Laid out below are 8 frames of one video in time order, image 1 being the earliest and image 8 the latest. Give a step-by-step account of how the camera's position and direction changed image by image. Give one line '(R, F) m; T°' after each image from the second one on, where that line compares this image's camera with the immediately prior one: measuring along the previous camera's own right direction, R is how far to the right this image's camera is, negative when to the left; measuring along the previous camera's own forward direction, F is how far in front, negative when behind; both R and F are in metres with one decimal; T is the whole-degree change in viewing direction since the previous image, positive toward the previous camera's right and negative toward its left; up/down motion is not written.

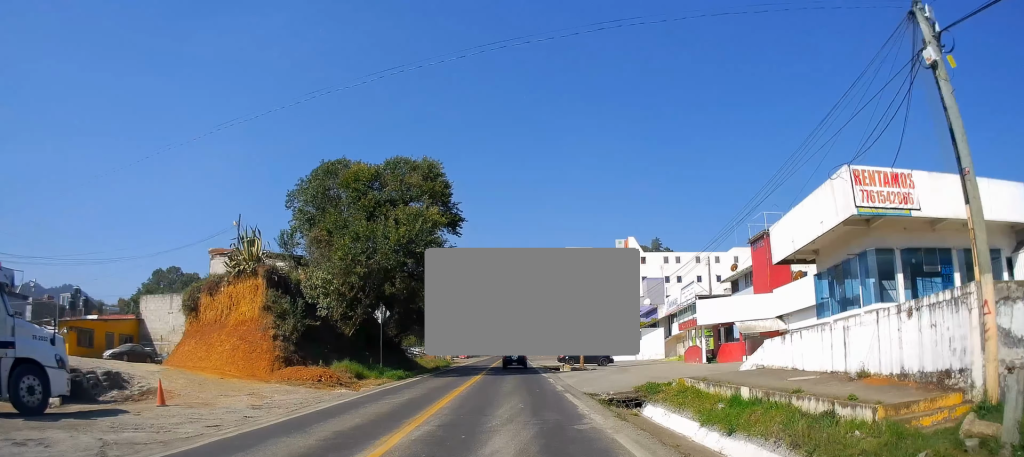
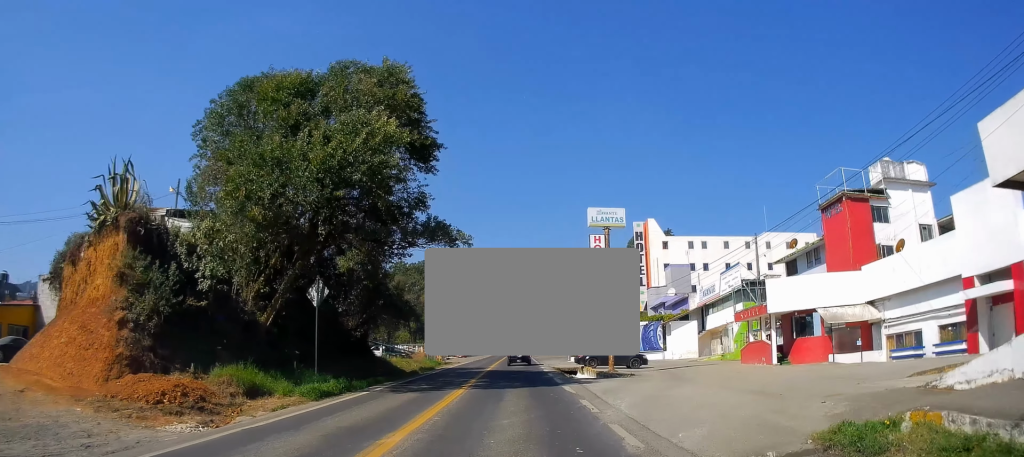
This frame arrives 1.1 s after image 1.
(-0.2, +11.8) m; -2°
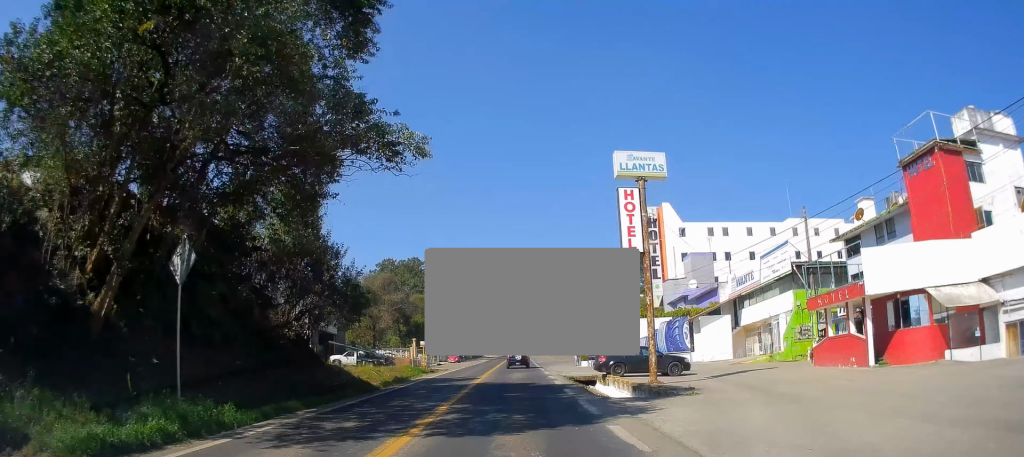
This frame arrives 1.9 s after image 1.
(-0.1, +9.3) m; +1°
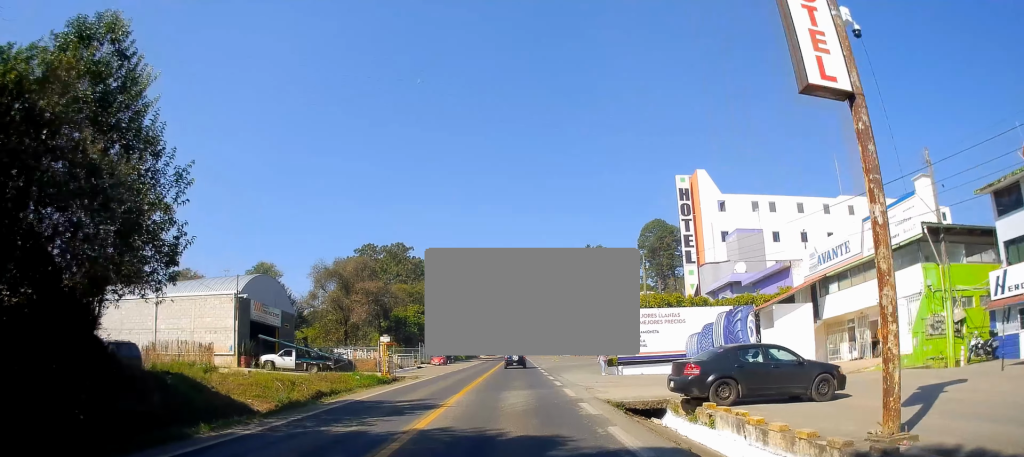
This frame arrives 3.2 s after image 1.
(+0.5, +14.3) m; +3°
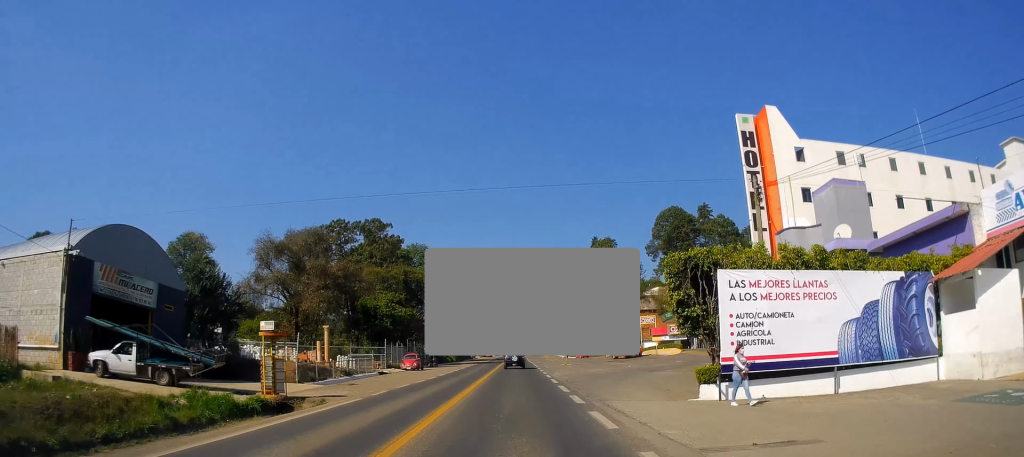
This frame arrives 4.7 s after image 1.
(-0.2, +17.5) m; -1°
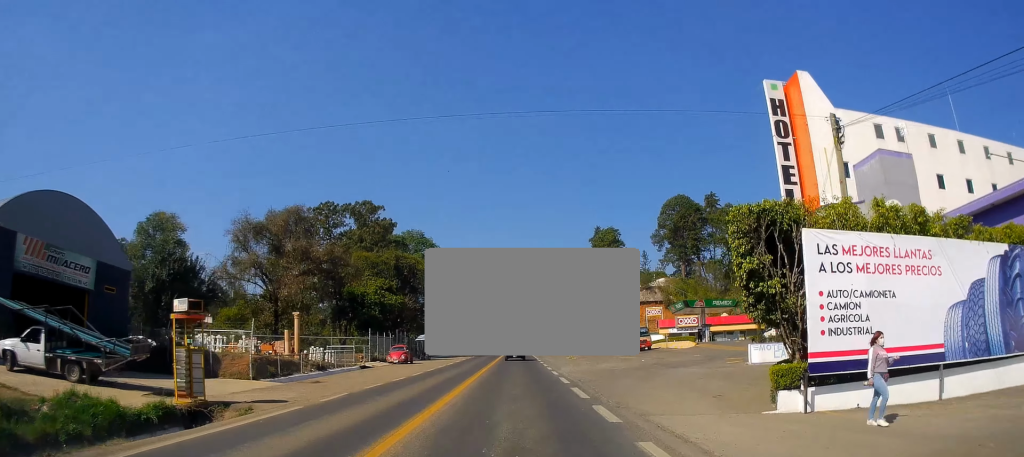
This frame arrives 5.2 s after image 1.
(0.0, +5.3) m; +1°
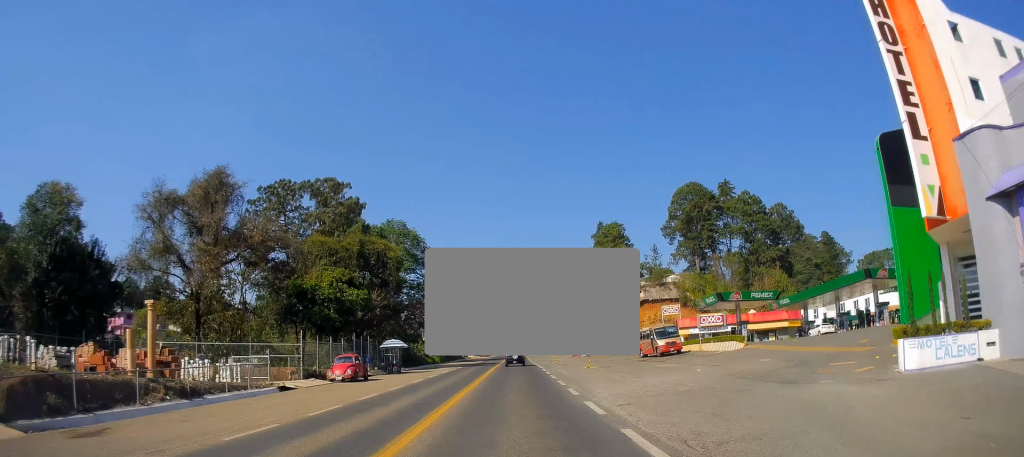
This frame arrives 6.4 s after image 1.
(+0.2, +13.8) m; 0°
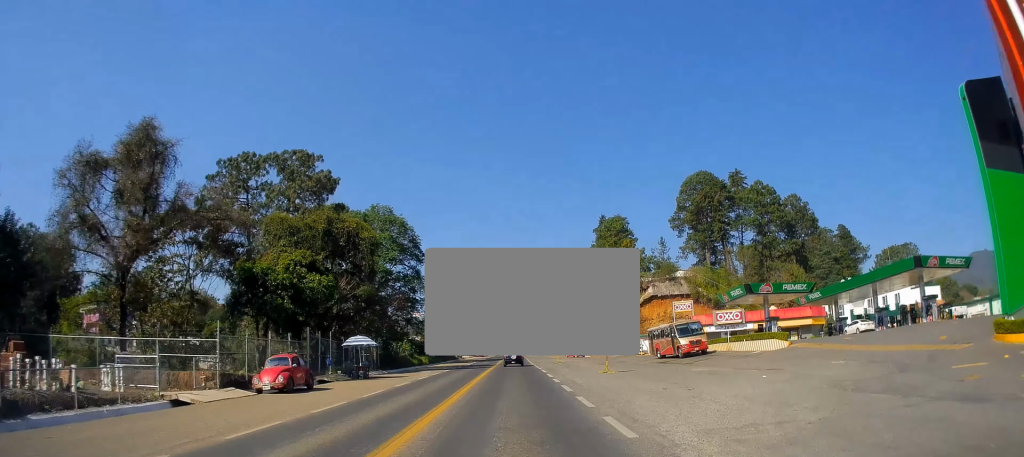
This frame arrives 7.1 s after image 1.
(-0.1, +8.4) m; 0°
